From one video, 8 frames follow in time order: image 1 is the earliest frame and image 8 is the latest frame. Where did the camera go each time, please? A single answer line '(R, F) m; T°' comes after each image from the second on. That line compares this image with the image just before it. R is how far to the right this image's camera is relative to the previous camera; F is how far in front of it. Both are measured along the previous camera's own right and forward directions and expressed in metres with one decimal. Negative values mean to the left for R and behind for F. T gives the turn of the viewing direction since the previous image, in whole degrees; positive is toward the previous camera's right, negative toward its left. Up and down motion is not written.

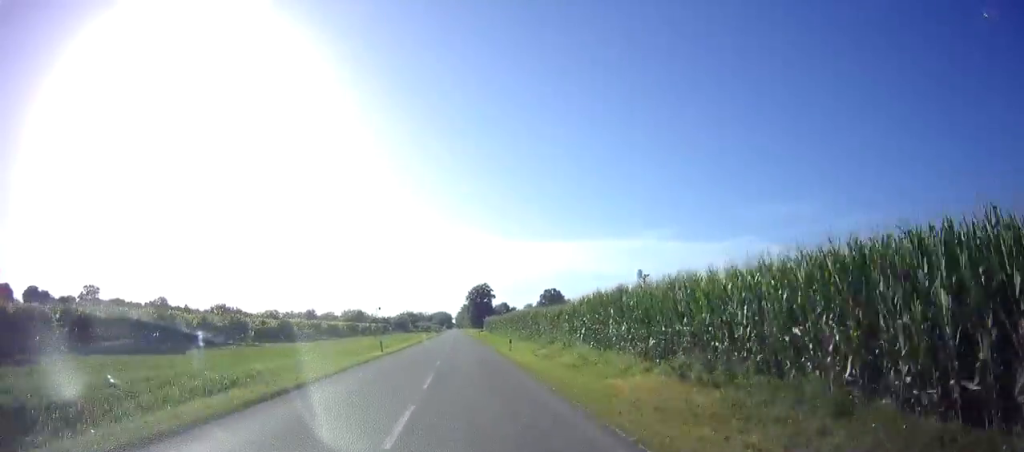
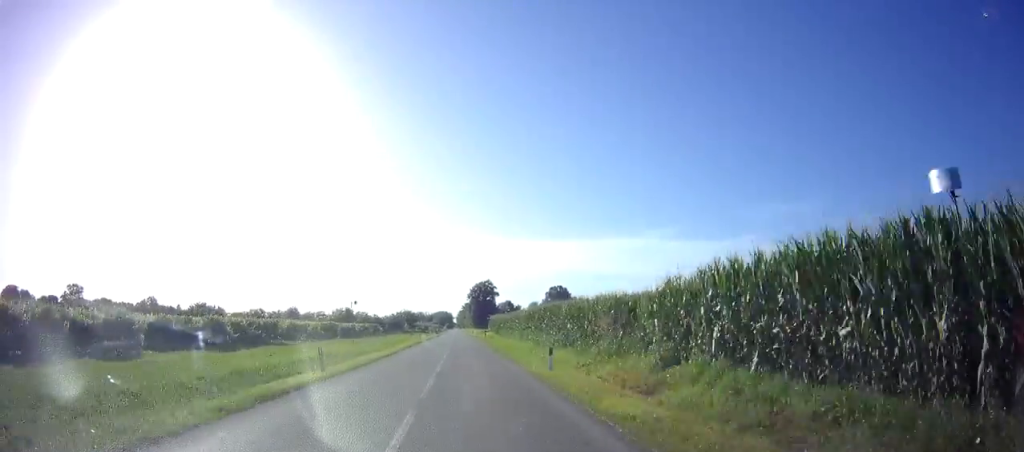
(0.0, +13.1) m; 0°
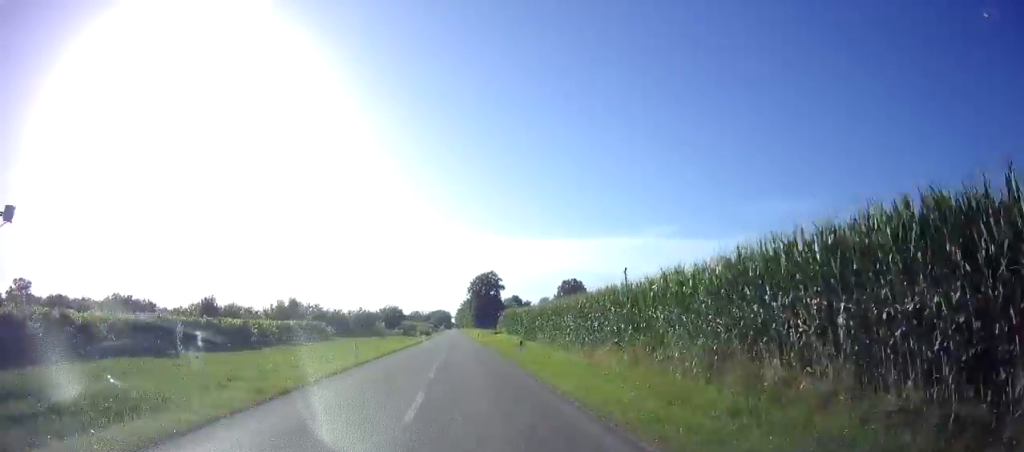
(-0.1, +33.9) m; -1°
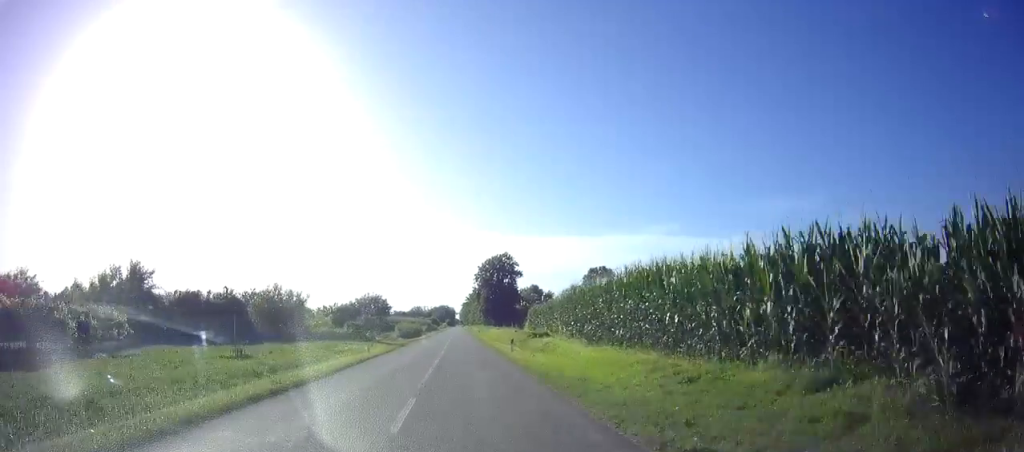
(-0.4, +38.3) m; 0°
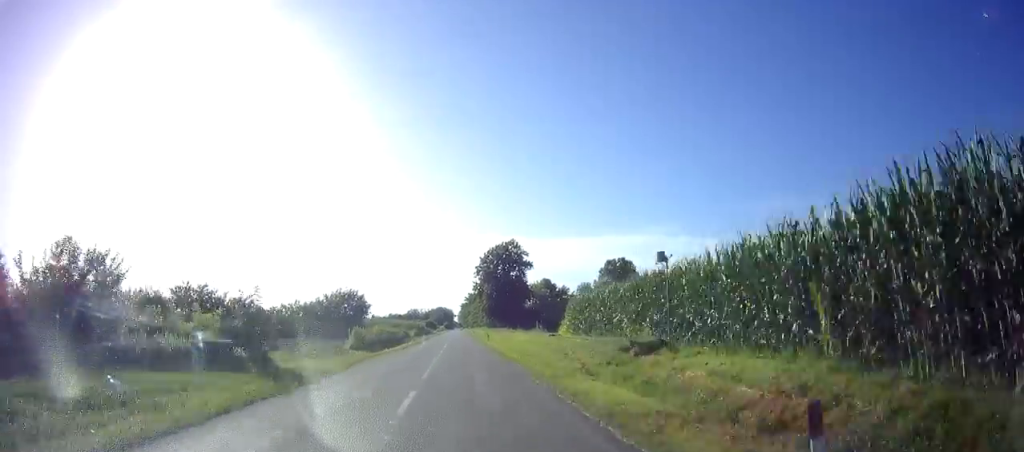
(+0.2, +23.0) m; 0°
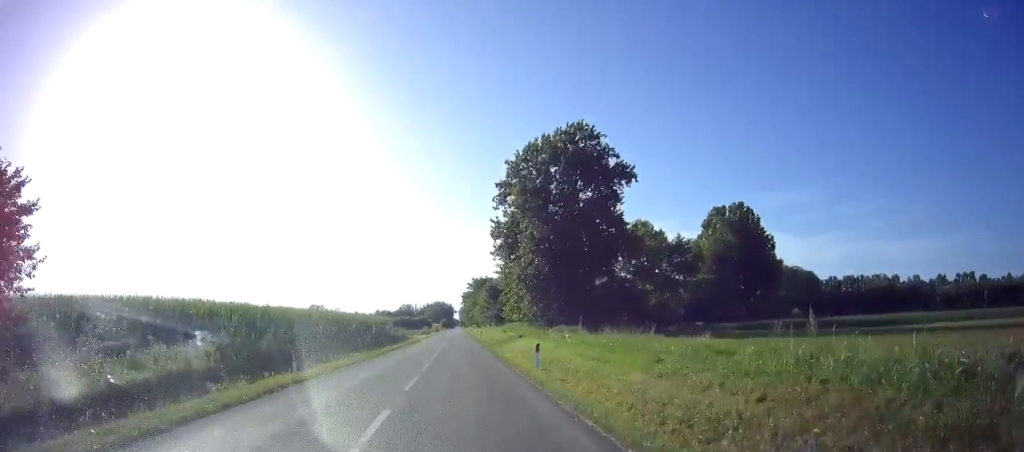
(-0.3, +69.2) m; 0°
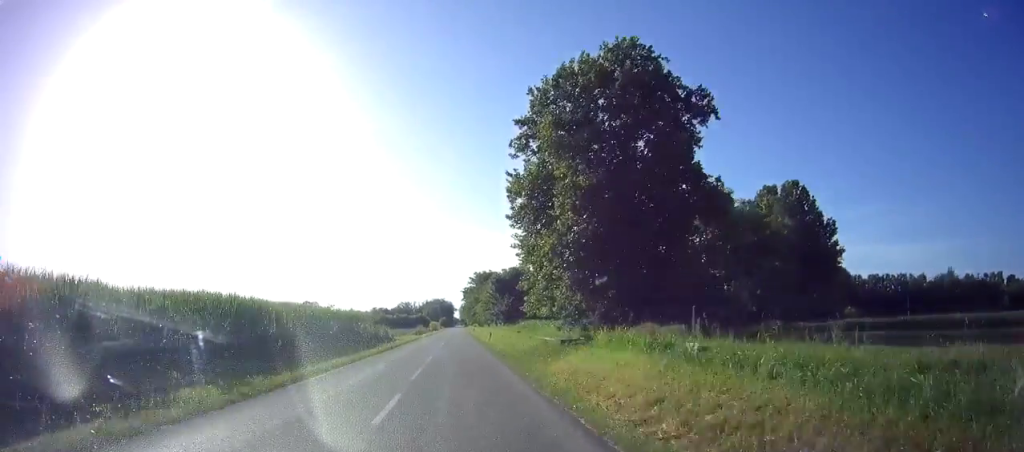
(0.0, +16.0) m; 0°
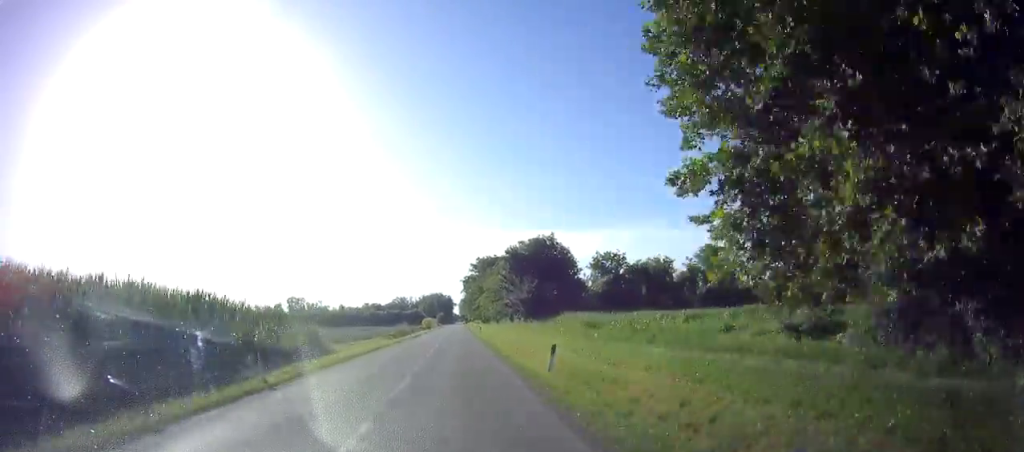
(0.0, +26.5) m; 0°
